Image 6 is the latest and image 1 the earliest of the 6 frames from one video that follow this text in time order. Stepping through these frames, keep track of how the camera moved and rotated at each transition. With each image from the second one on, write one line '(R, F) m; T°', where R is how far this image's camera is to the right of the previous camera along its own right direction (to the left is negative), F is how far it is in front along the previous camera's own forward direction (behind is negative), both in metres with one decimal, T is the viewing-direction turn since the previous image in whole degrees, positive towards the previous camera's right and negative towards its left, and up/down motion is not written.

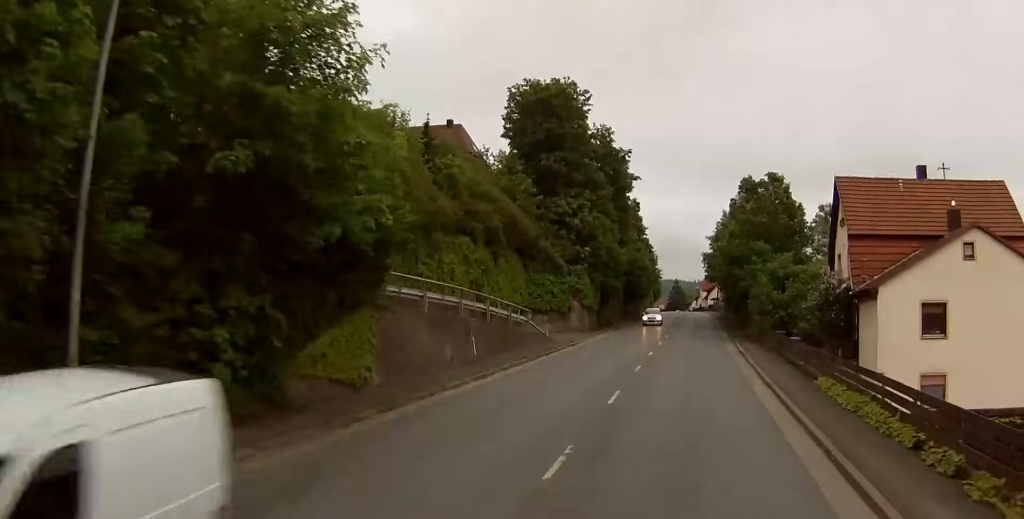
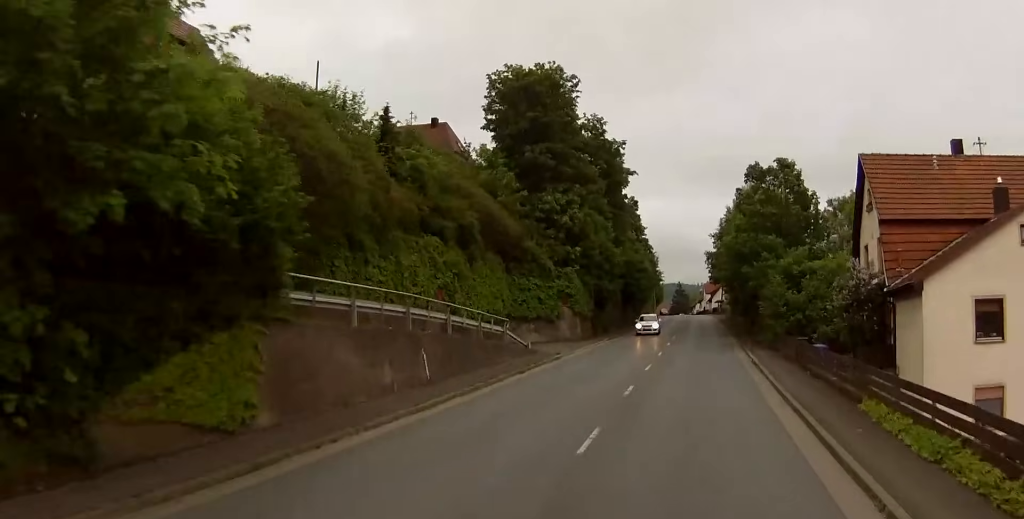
(+0.1, +6.6) m; 0°
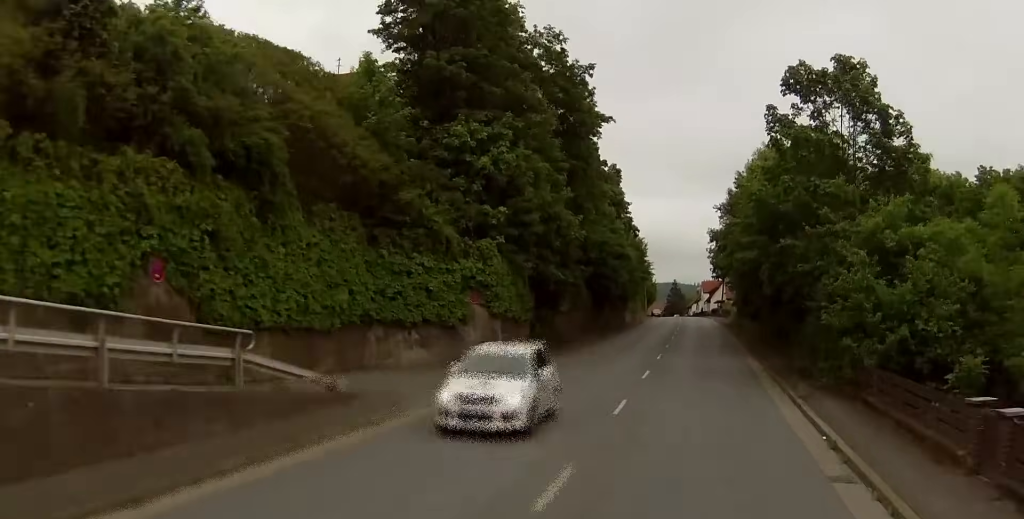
(-0.2, +24.5) m; -2°
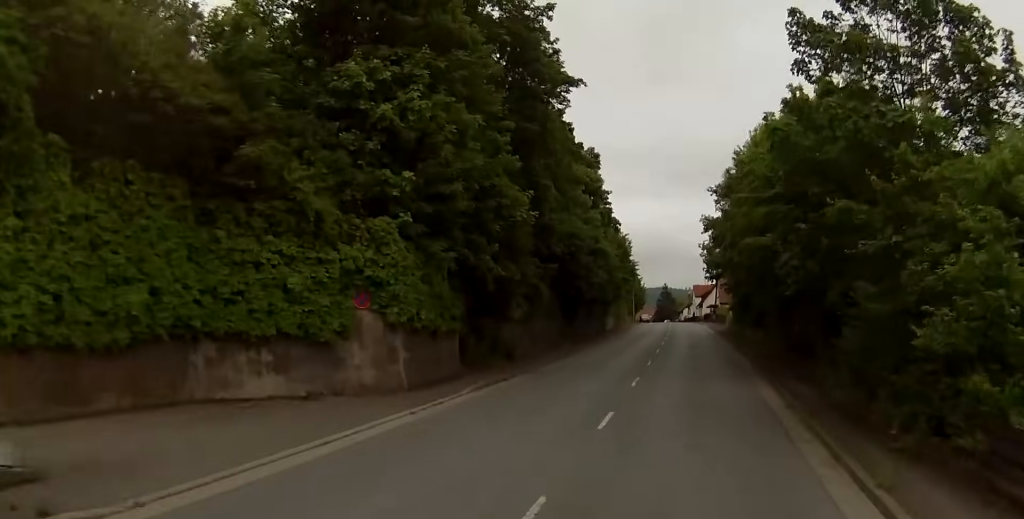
(-0.1, +11.8) m; -1°
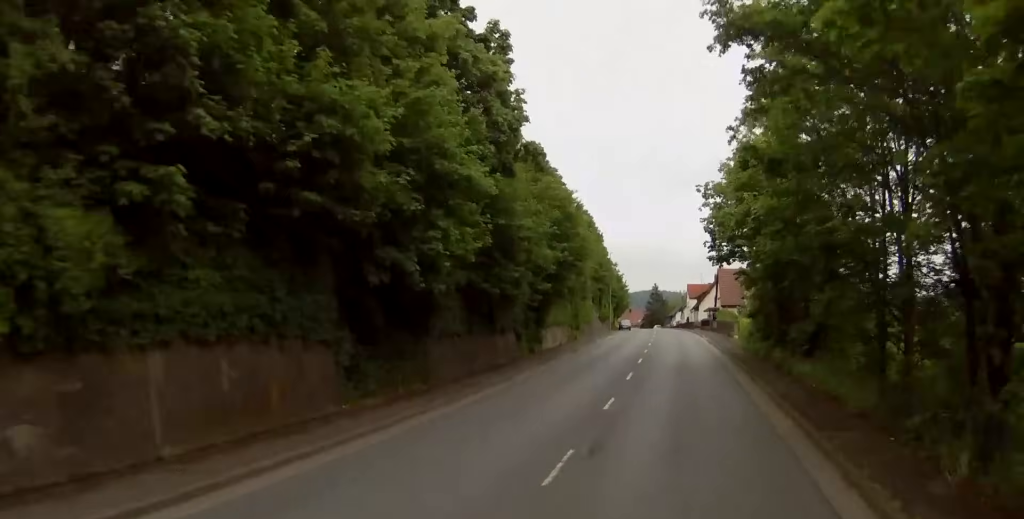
(-0.3, +34.8) m; +2°
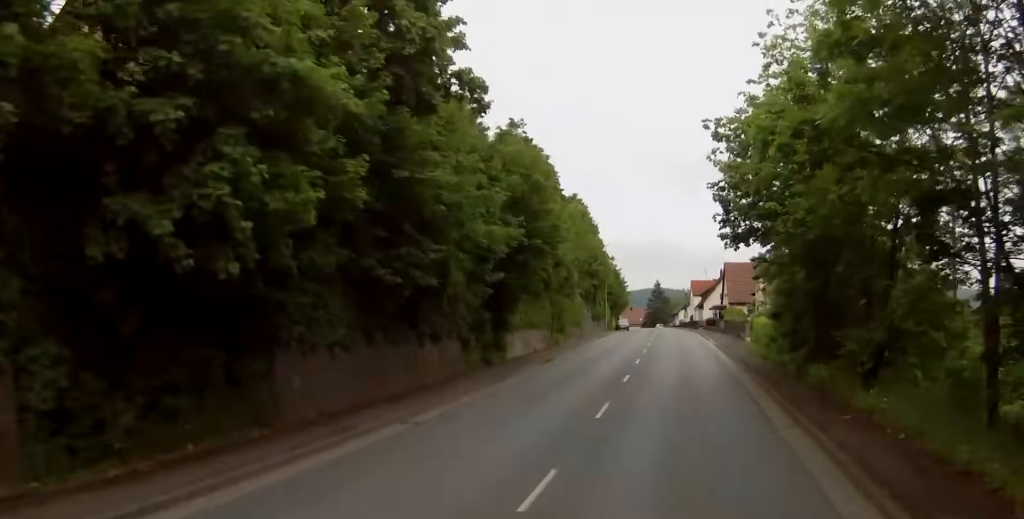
(+0.4, +11.4) m; 0°
